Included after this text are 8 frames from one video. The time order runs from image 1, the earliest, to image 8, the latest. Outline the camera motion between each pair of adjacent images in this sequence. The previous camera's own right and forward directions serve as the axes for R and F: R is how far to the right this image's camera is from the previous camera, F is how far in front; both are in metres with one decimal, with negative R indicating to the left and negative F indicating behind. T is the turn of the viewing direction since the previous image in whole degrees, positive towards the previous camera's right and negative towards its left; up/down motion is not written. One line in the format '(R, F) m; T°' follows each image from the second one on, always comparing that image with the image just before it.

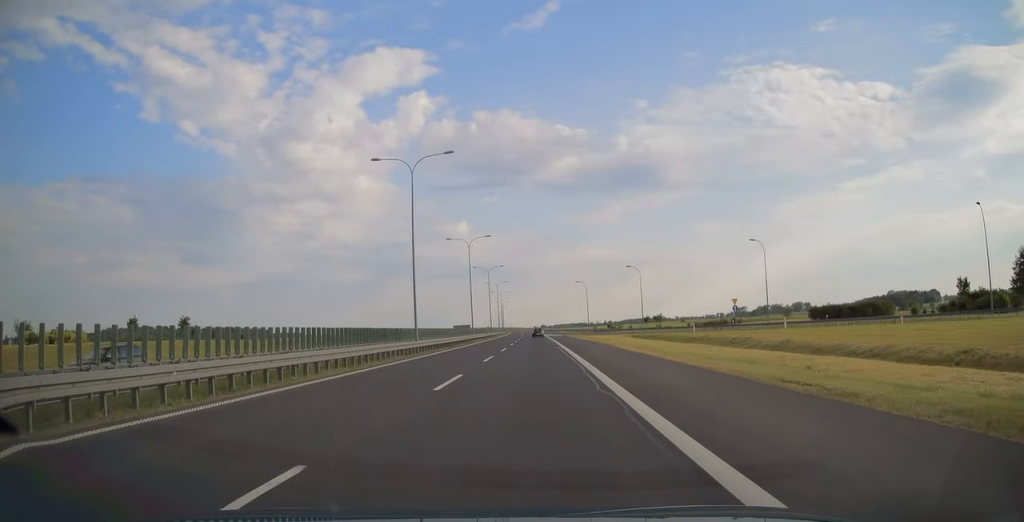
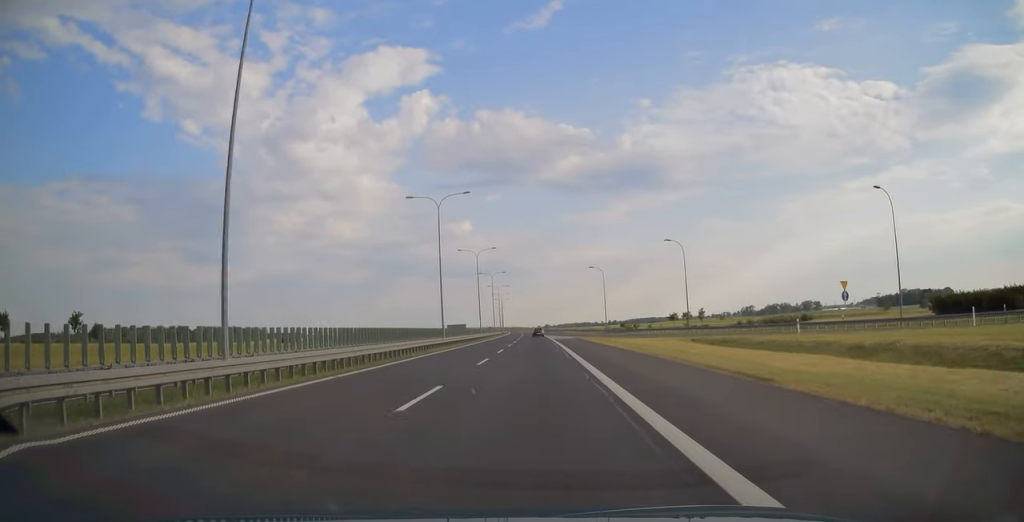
(-0.1, +27.1) m; 0°
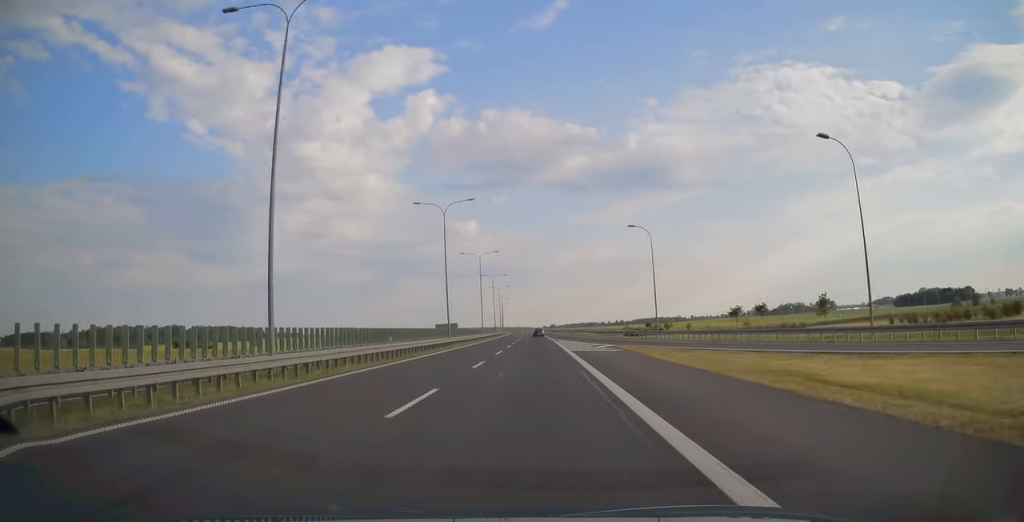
(-0.1, +37.1) m; 0°
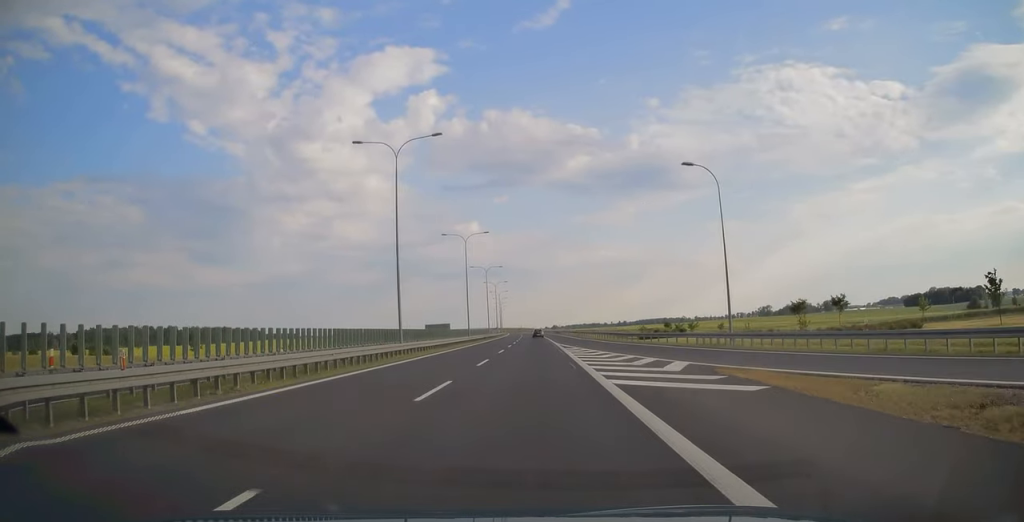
(-0.1, +21.0) m; 0°
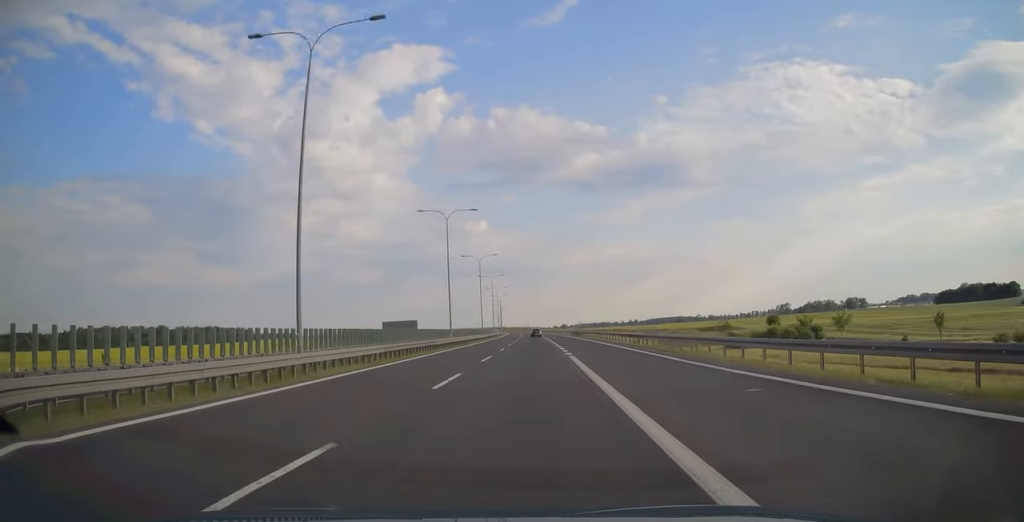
(-0.3, +57.0) m; -1°
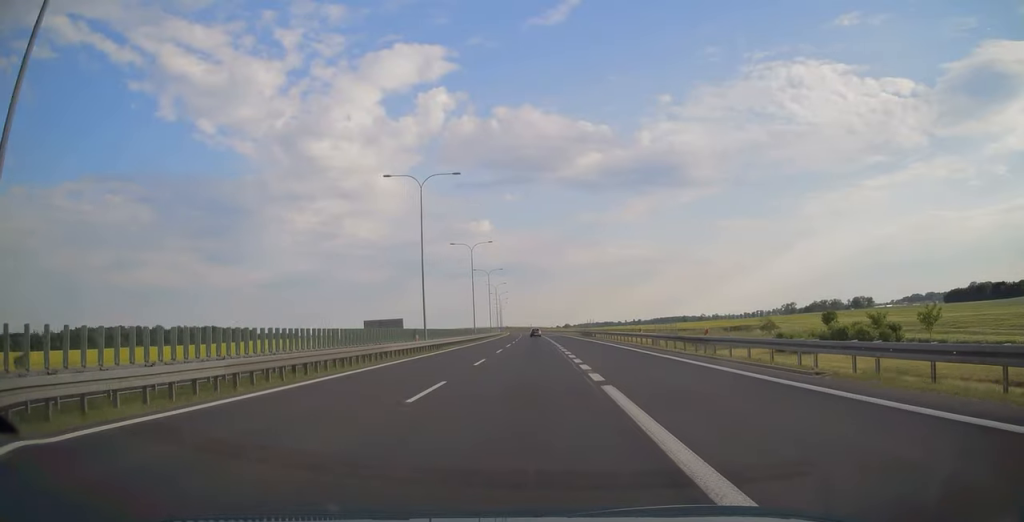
(0.0, +14.9) m; 0°
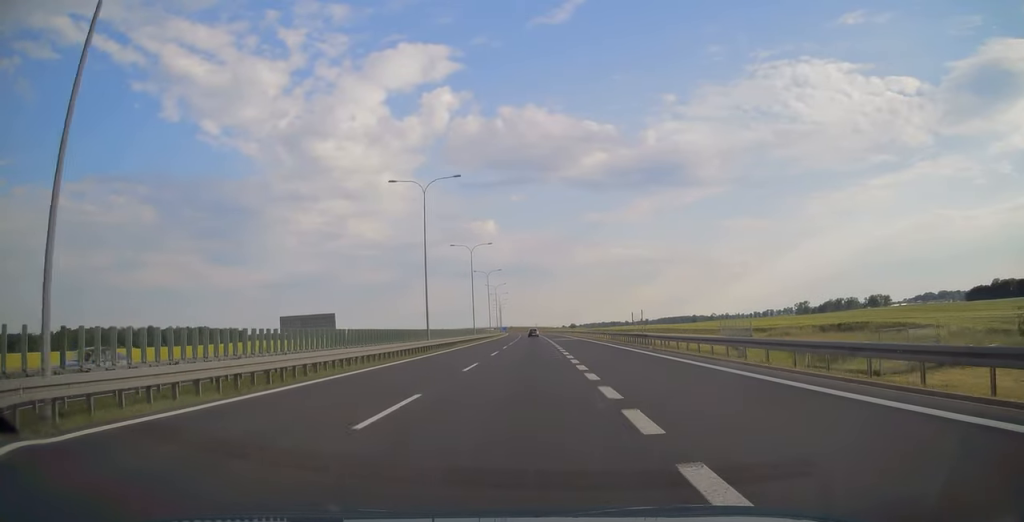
(-0.2, +38.8) m; -1°
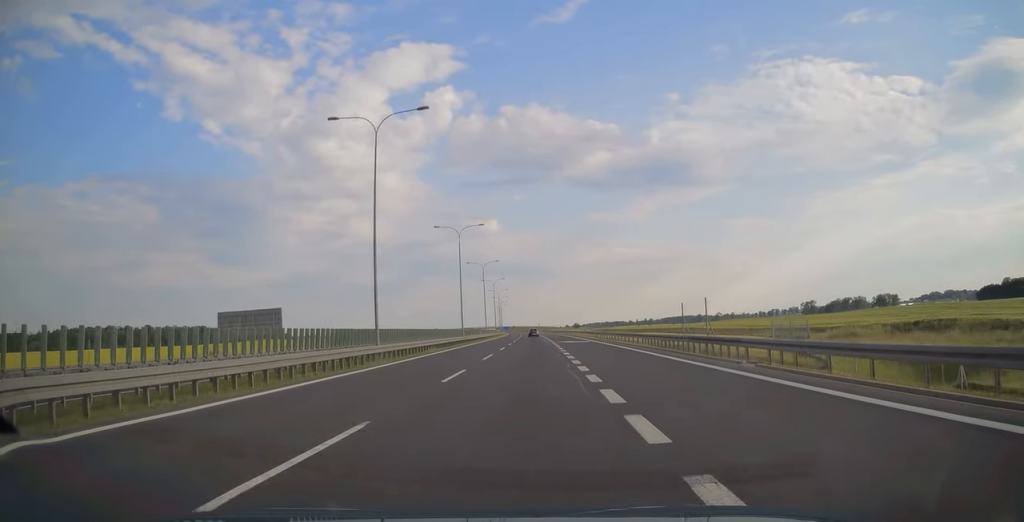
(0.0, +16.1) m; 0°
